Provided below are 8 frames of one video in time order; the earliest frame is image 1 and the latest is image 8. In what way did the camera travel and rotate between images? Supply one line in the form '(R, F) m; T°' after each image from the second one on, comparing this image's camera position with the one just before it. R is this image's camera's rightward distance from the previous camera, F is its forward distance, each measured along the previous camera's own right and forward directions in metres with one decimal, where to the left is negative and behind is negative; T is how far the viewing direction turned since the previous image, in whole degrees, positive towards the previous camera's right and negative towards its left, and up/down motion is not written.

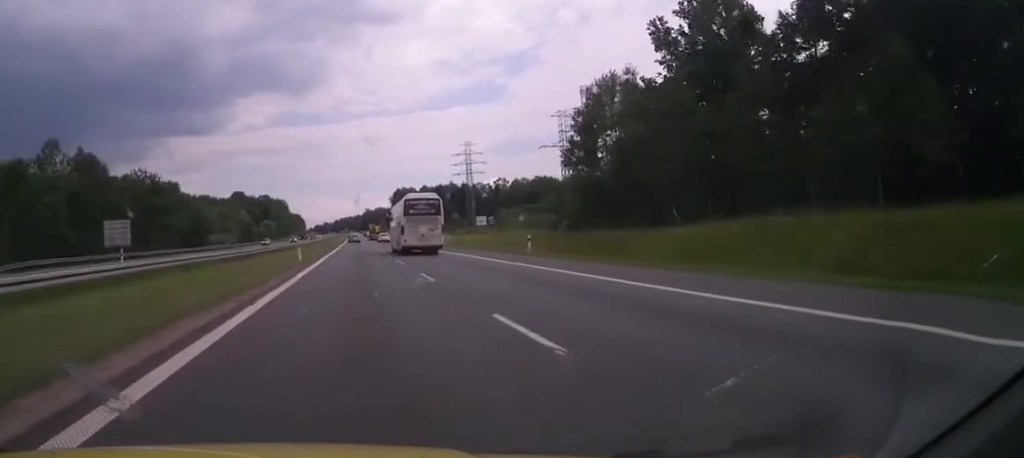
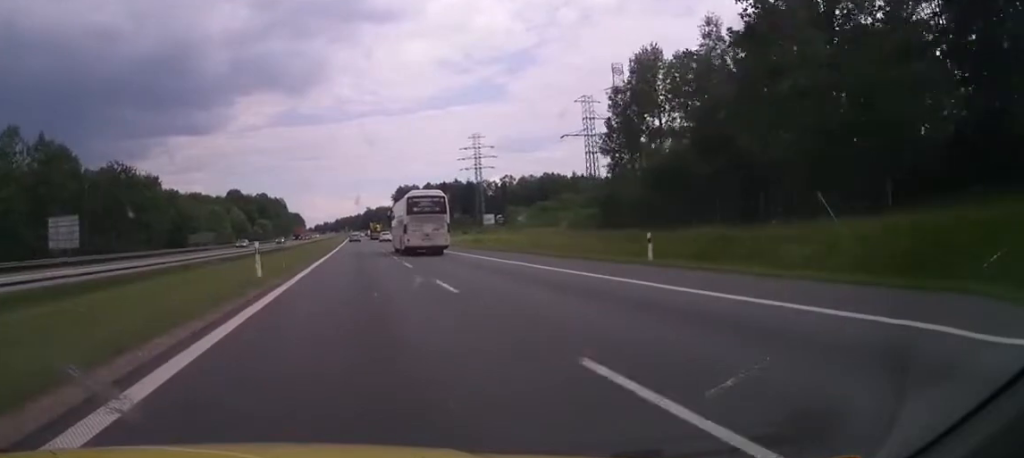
(+0.1, +15.9) m; 0°
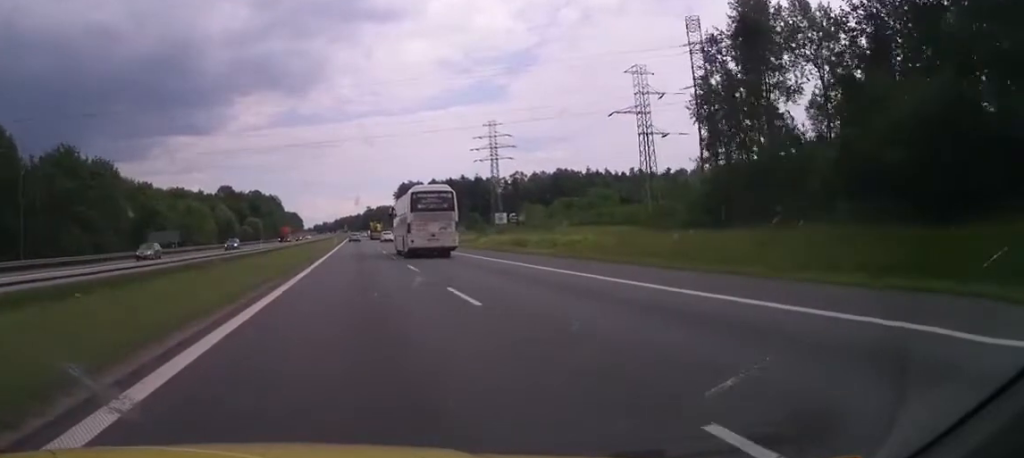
(0.0, +26.5) m; -1°
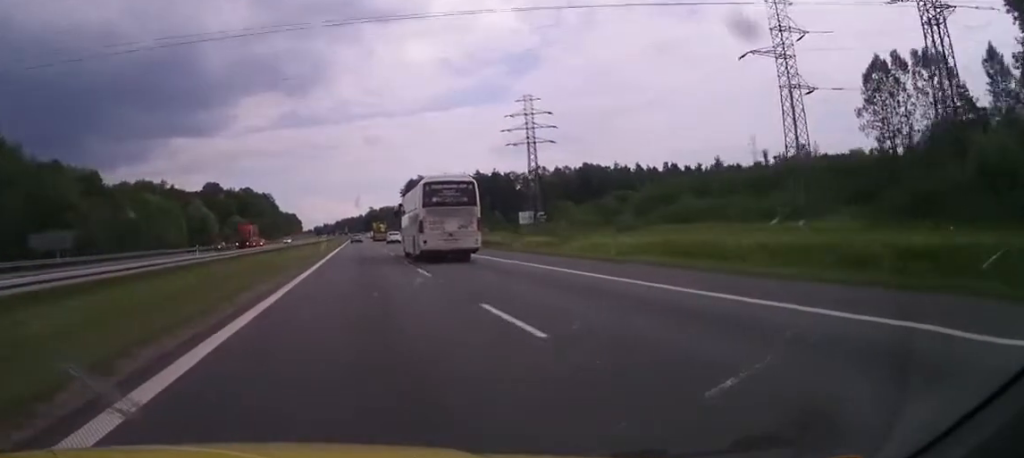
(-0.2, +40.0) m; 0°
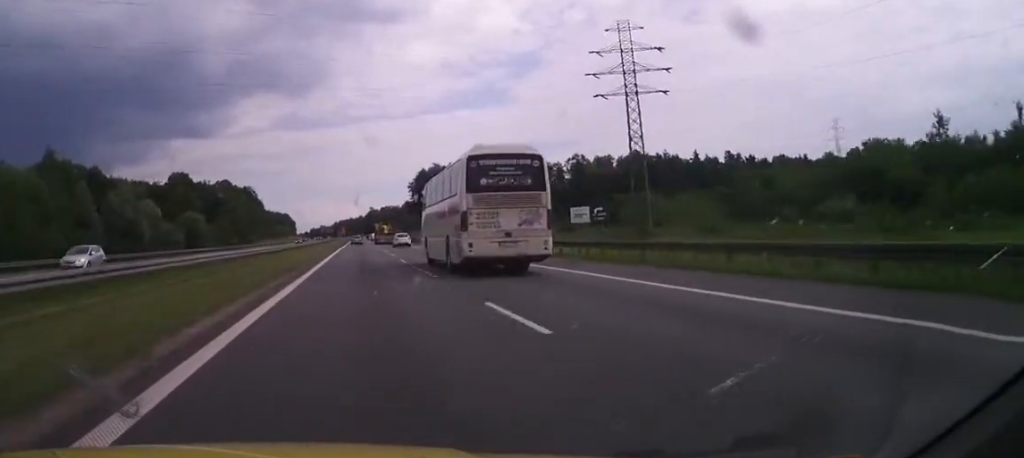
(+0.6, +59.4) m; 0°
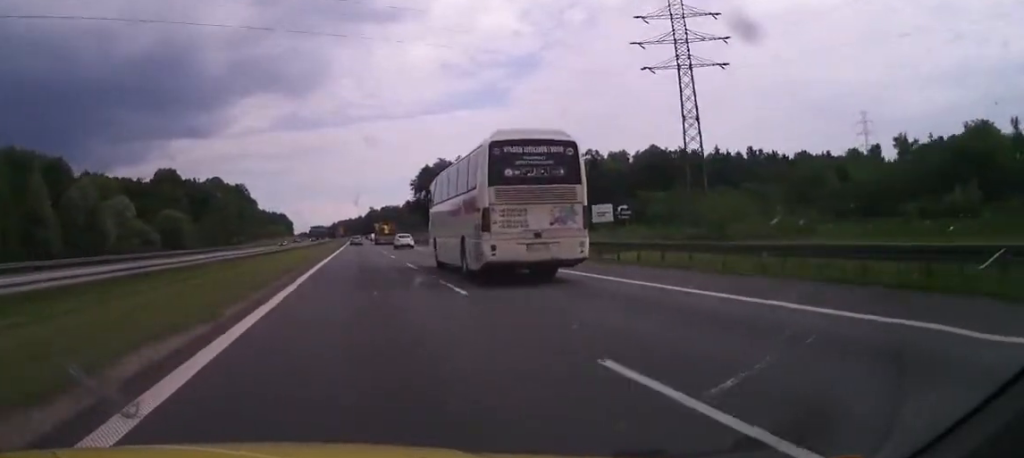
(-0.2, +17.6) m; -1°
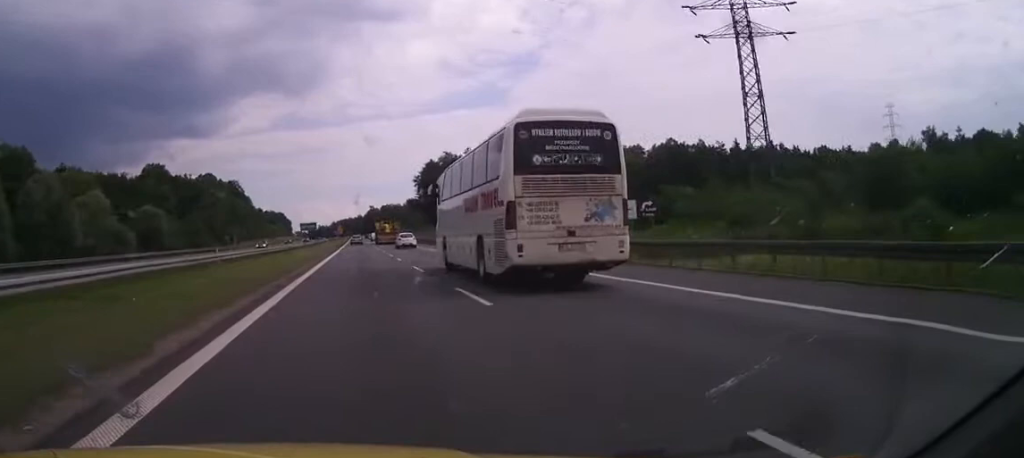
(0.0, +14.5) m; 0°
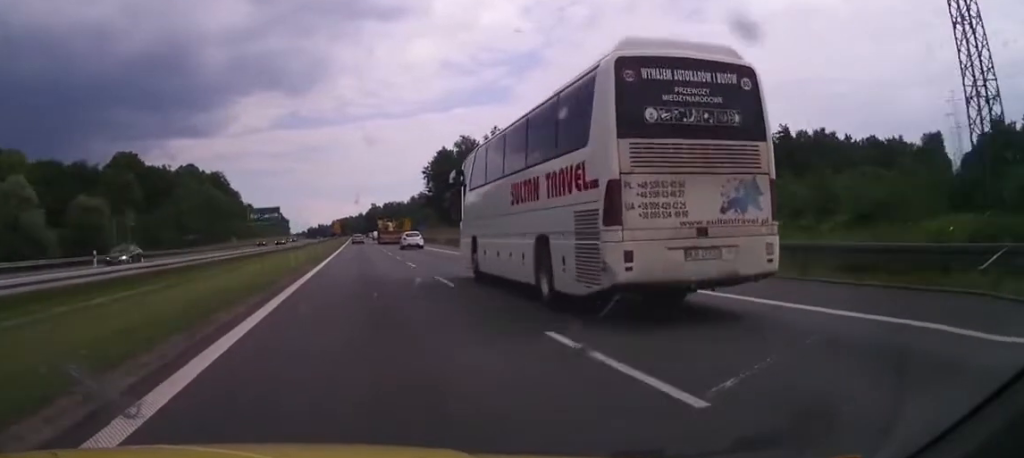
(0.0, +31.1) m; 0°
